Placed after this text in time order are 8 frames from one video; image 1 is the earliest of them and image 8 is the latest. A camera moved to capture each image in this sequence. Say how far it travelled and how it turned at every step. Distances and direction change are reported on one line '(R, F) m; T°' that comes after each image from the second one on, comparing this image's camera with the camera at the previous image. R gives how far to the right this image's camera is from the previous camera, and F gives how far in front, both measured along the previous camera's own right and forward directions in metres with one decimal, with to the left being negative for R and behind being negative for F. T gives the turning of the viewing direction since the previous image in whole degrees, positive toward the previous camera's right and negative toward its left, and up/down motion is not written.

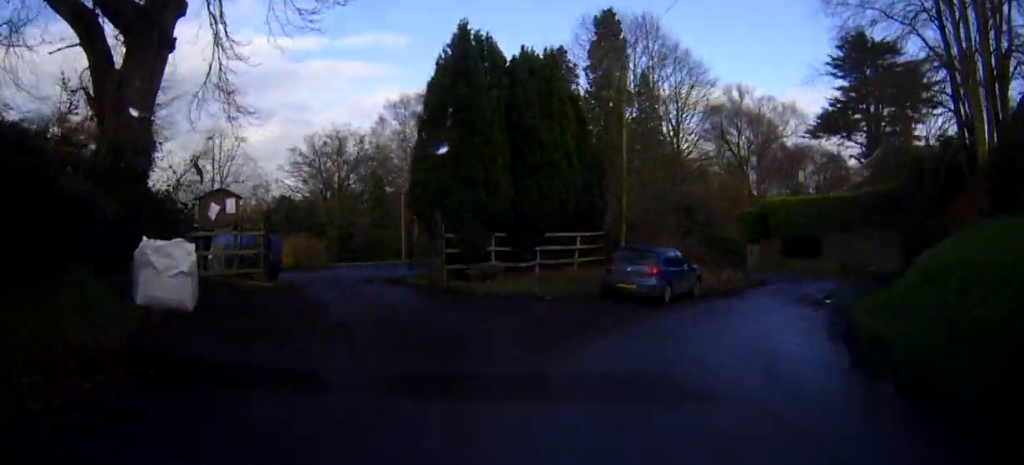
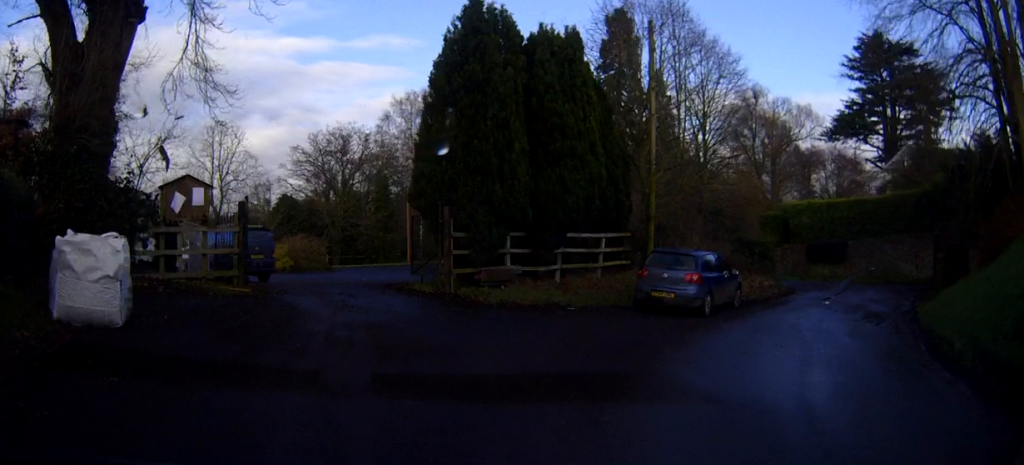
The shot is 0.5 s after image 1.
(0.0, +3.0) m; -1°
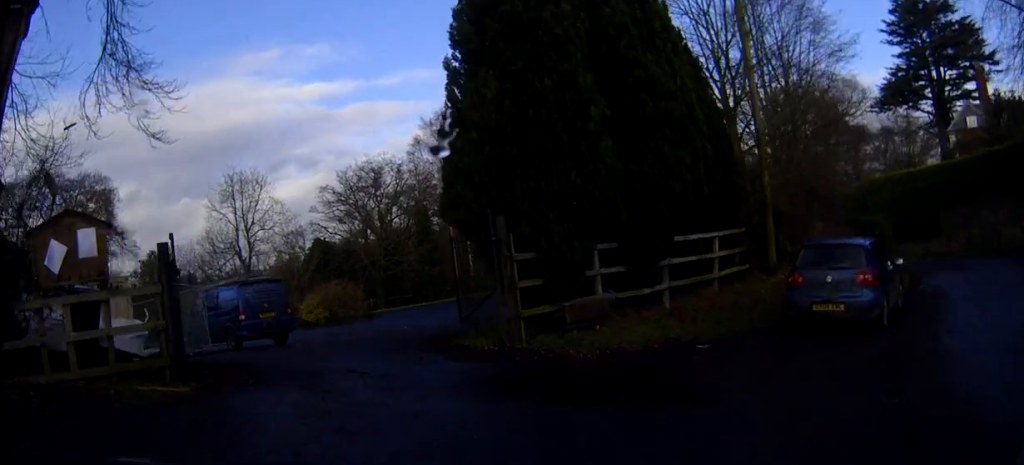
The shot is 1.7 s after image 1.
(-0.2, +5.3) m; -3°
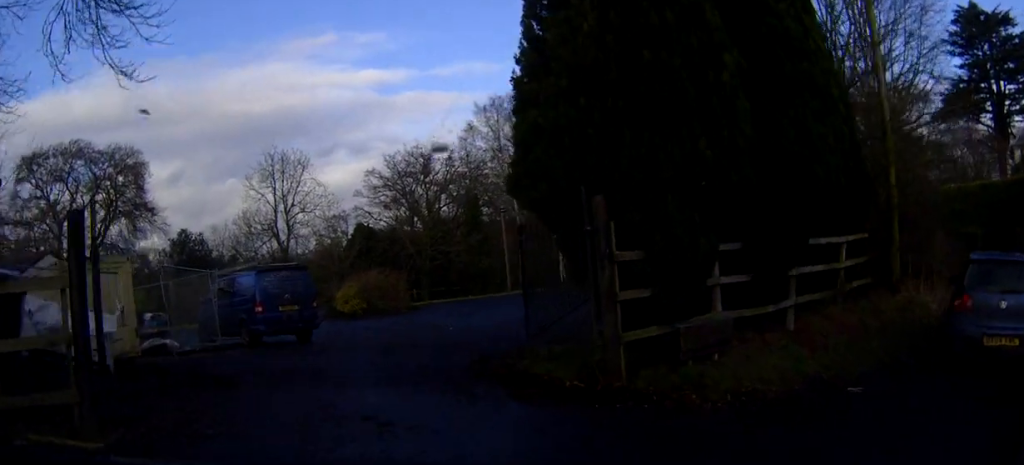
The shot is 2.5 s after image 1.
(-0.1, +3.0) m; -1°
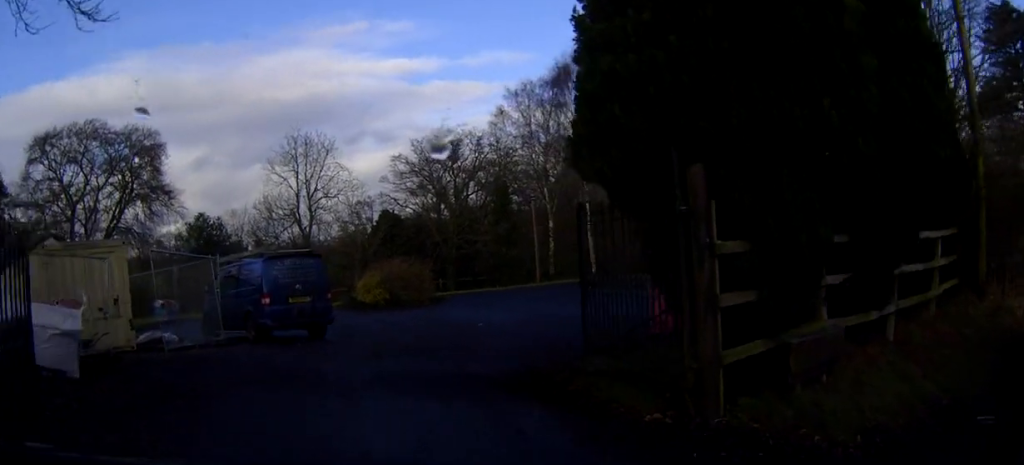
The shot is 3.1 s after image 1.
(0.0, +1.8) m; 0°
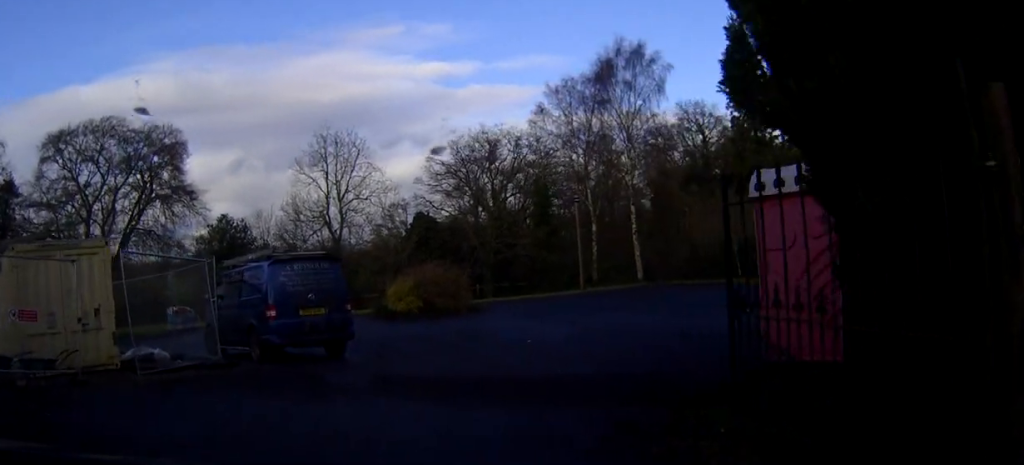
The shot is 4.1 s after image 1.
(0.0, +2.9) m; -1°
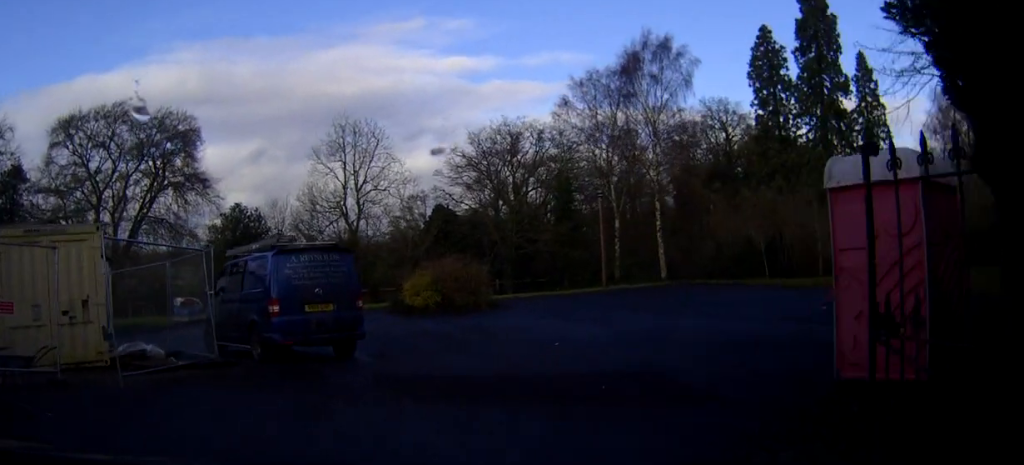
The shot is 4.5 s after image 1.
(0.0, +1.3) m; 0°
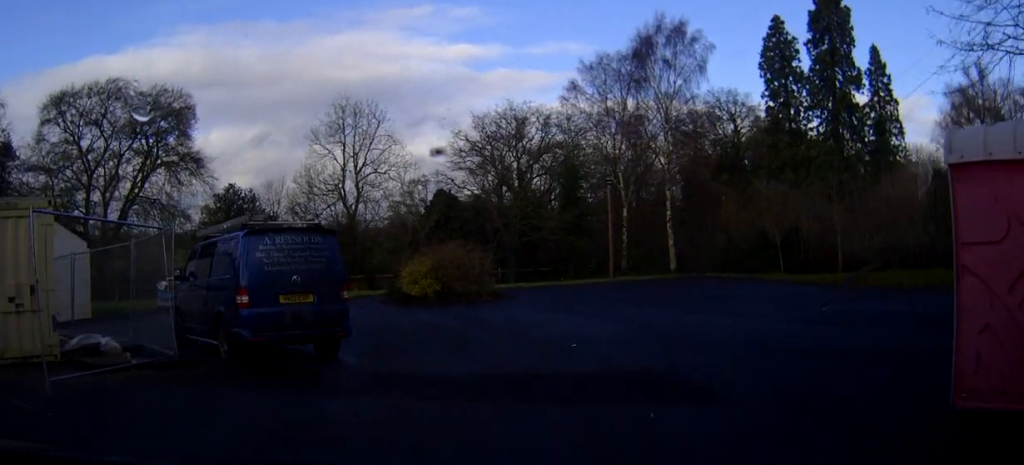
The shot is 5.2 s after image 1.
(0.0, +2.1) m; +3°
